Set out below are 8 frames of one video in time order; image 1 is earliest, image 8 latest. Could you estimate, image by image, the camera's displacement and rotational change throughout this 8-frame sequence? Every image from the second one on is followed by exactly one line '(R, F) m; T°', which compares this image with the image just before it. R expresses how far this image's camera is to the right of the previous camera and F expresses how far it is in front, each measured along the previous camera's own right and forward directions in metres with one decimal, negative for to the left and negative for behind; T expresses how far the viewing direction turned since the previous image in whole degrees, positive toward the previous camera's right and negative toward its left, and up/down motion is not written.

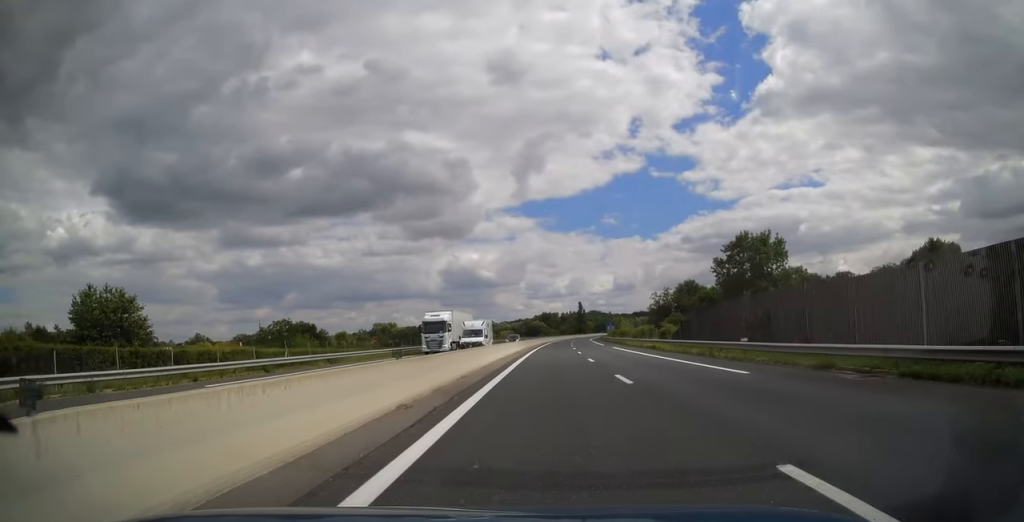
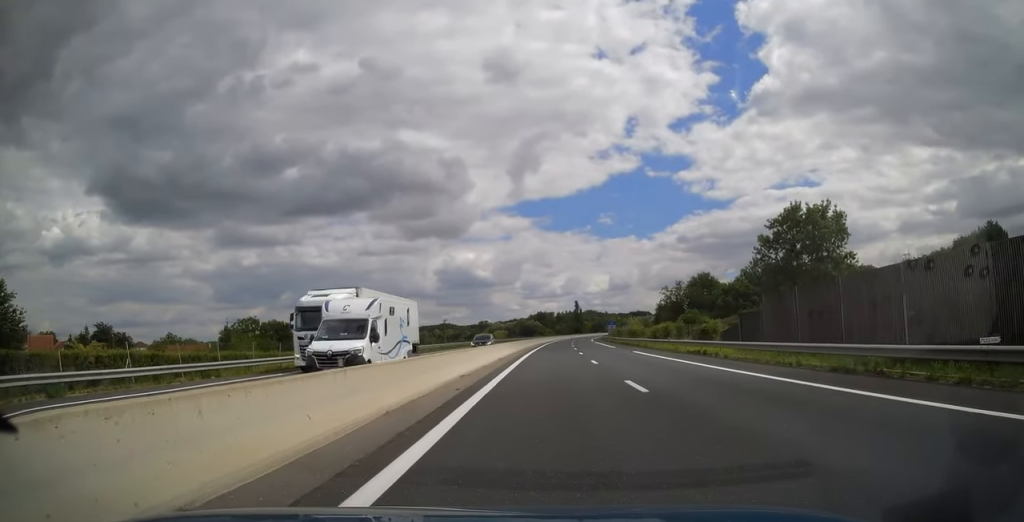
(+0.1, +16.0) m; 0°
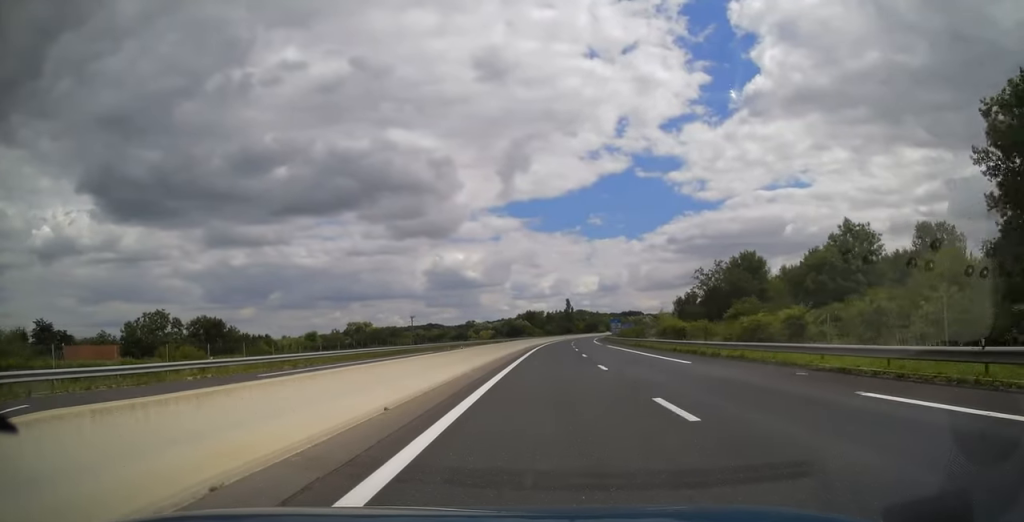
(+0.1, +32.0) m; +1°
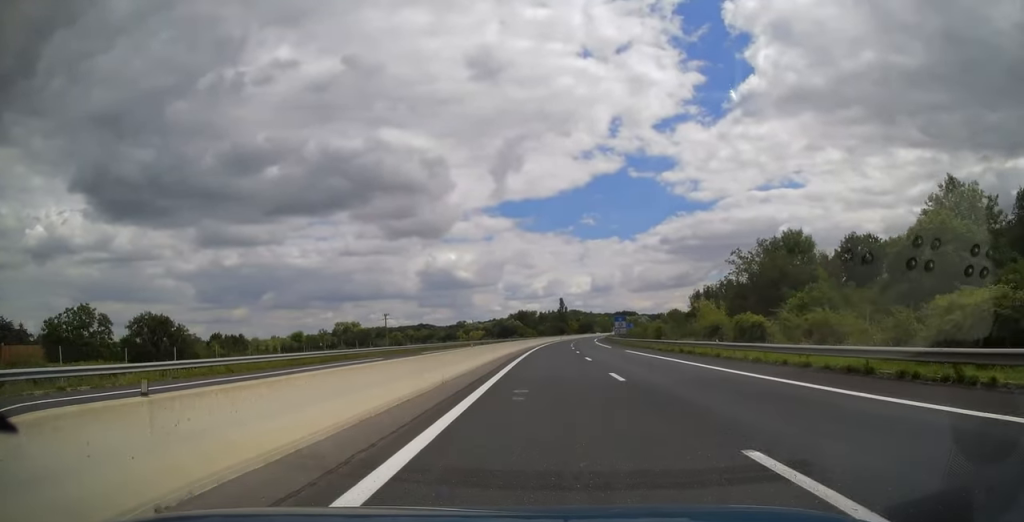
(+0.1, +19.1) m; +1°
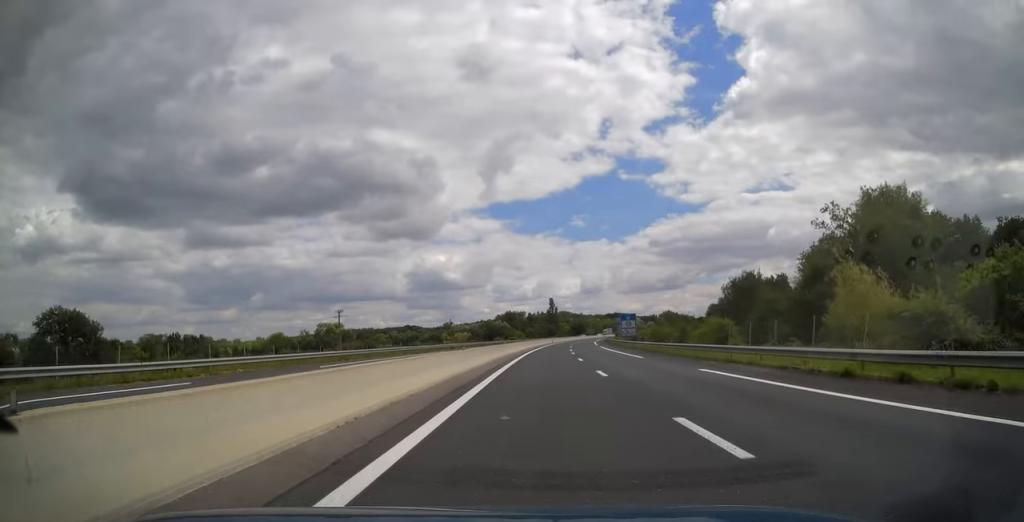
(+0.1, +24.2) m; +1°
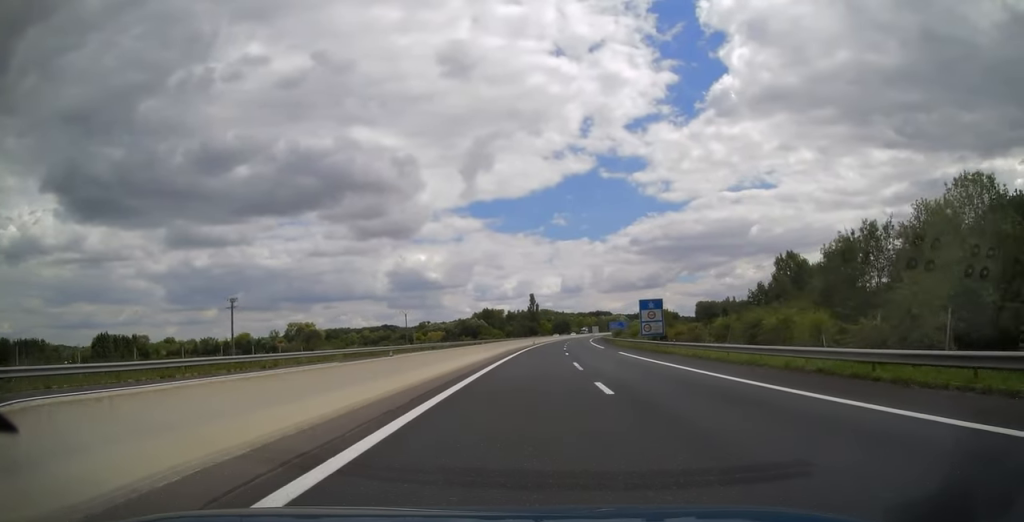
(+0.6, +33.5) m; +2°
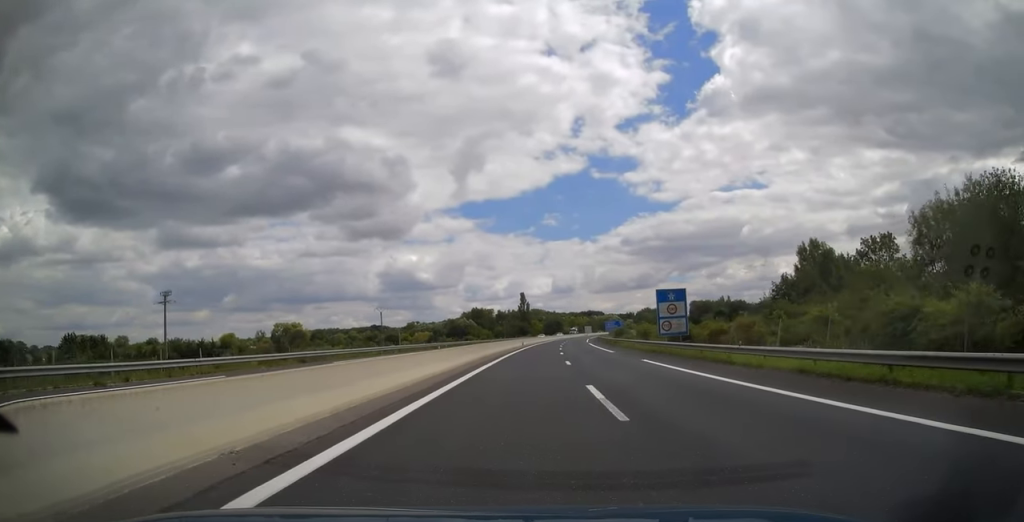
(+0.1, +13.3) m; +1°
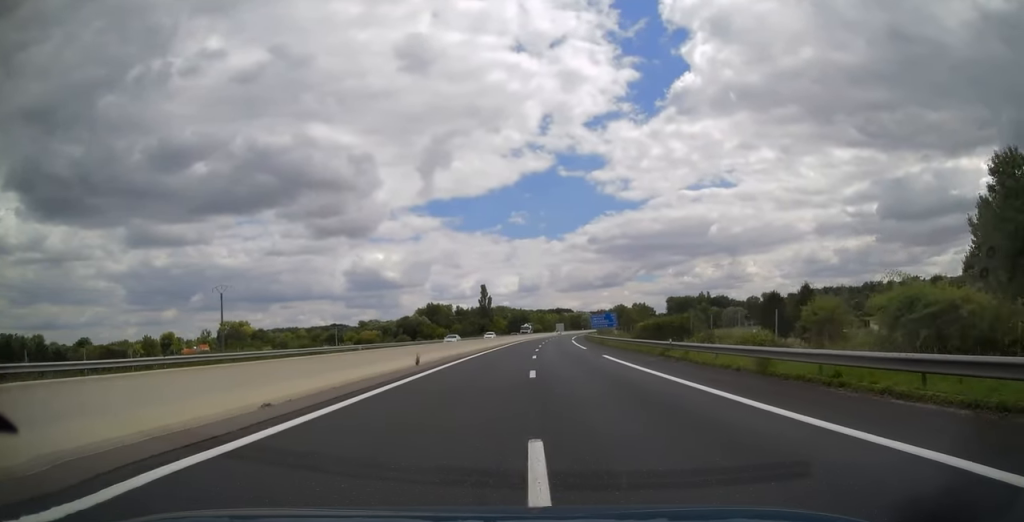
(+1.4, +51.3) m; +3°
